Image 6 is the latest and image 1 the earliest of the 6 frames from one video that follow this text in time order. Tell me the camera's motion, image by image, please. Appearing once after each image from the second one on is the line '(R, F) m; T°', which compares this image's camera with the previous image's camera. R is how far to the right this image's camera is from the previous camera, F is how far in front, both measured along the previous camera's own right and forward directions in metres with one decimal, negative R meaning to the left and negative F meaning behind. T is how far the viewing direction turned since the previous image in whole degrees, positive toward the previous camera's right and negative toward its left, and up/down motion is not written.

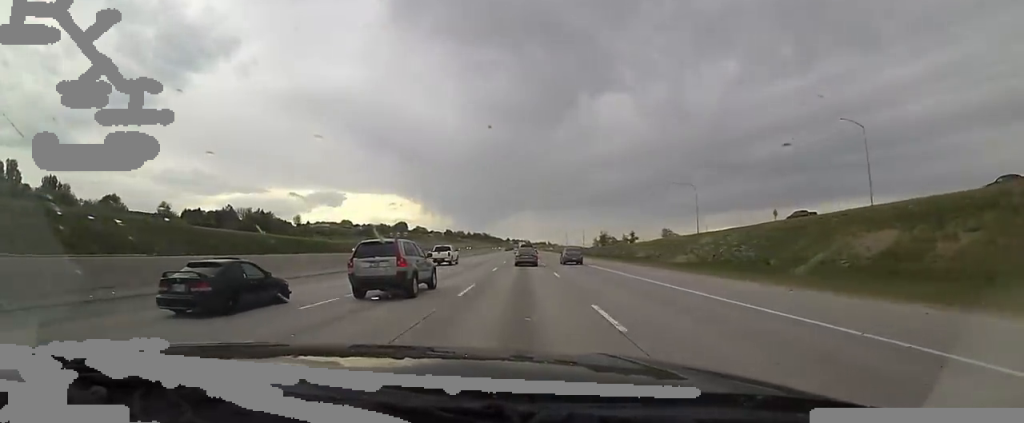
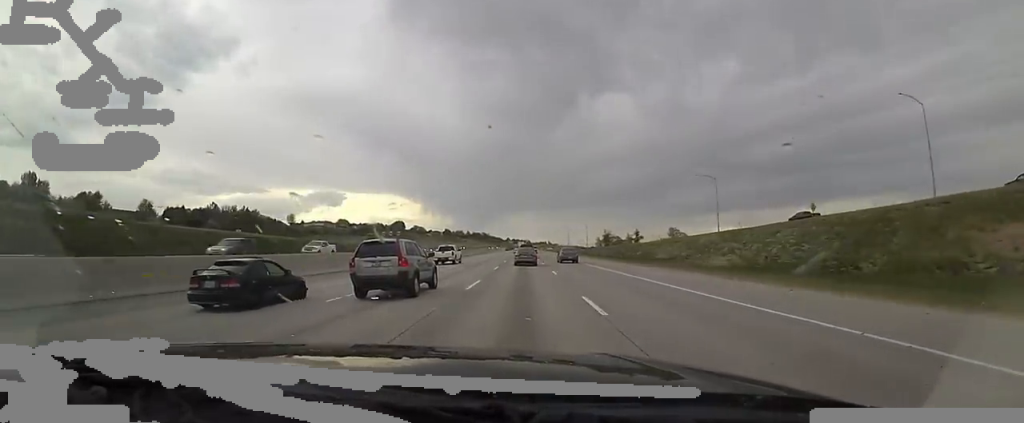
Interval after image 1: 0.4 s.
(0.0, +13.2) m; 0°
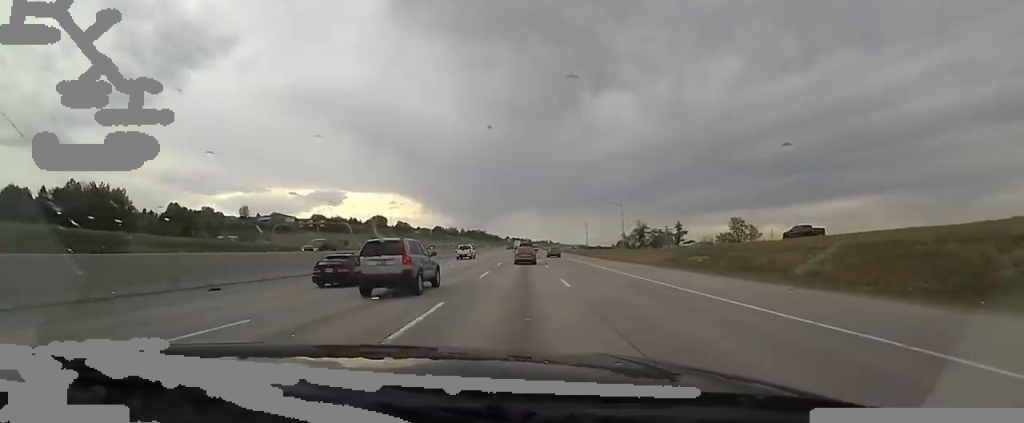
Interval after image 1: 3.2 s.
(0.0, +83.1) m; 0°
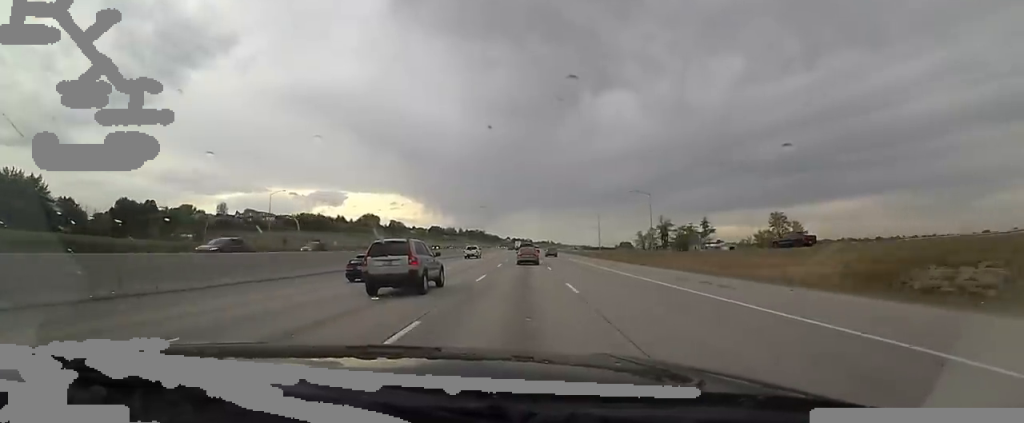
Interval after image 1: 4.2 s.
(0.0, +31.7) m; 0°
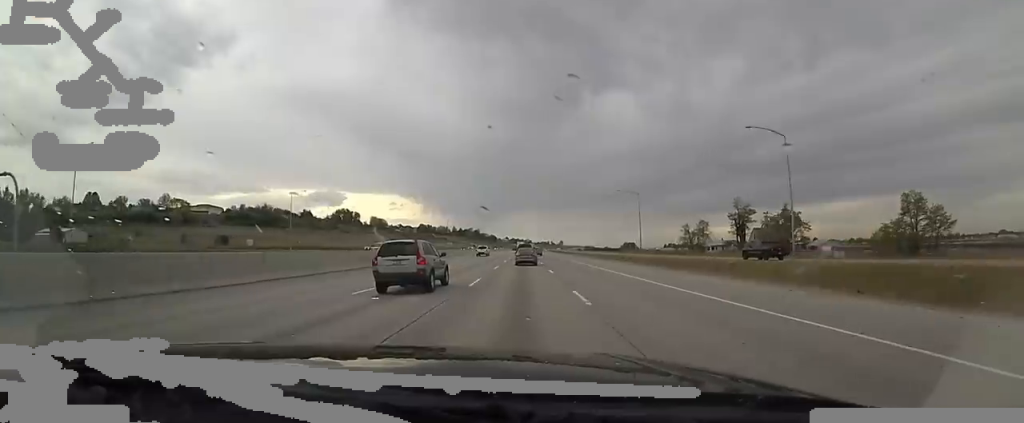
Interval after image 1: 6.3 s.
(0.0, +63.5) m; 0°
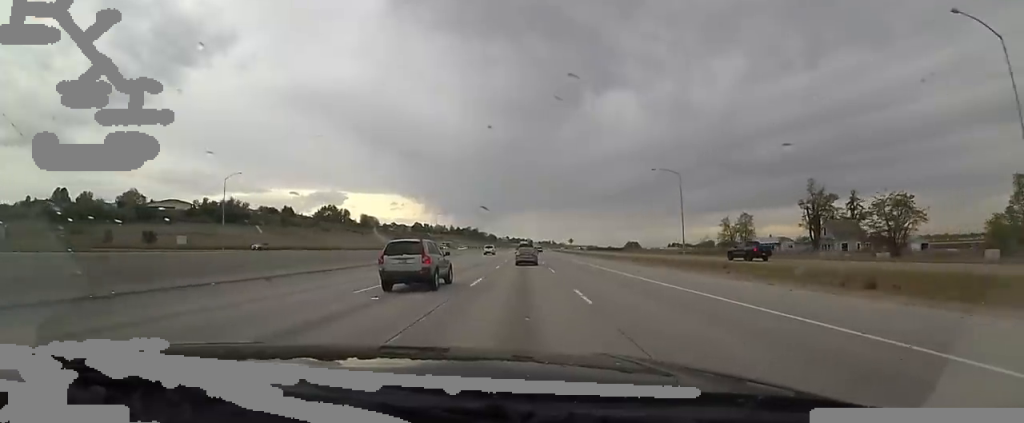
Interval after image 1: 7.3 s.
(0.0, +30.5) m; 0°
